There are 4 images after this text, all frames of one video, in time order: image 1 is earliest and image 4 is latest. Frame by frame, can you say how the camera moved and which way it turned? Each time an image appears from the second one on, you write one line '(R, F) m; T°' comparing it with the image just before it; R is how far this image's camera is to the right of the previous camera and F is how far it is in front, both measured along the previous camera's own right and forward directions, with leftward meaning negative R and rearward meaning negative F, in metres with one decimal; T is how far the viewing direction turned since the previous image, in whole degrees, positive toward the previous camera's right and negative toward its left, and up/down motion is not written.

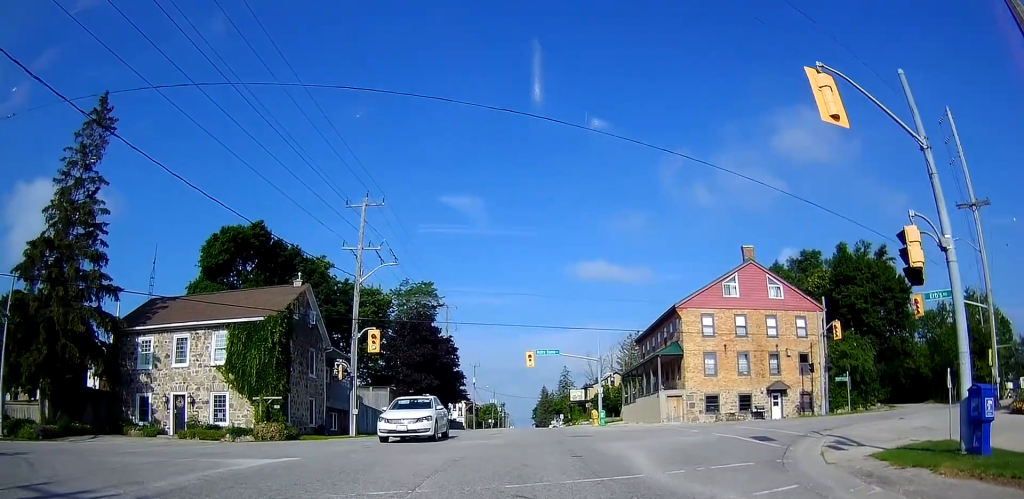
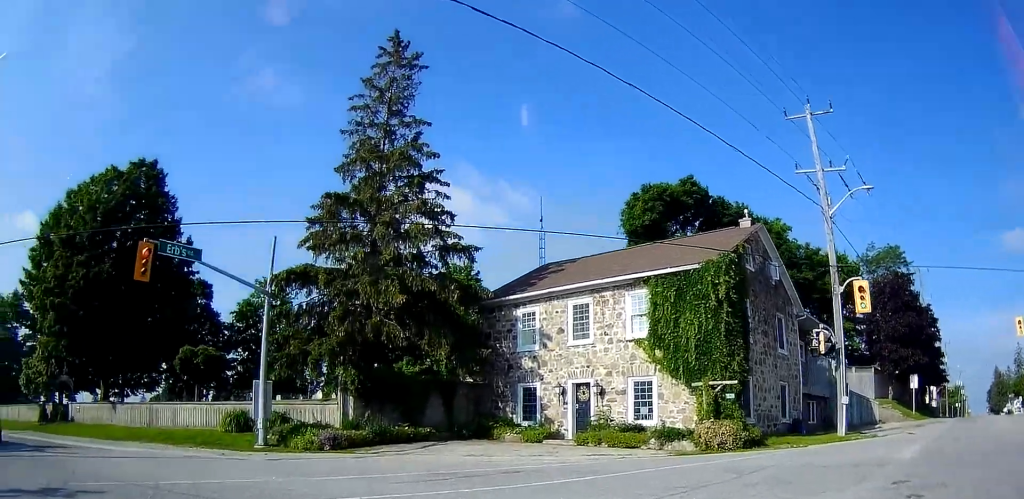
(-4.7, +9.1) m; -60°
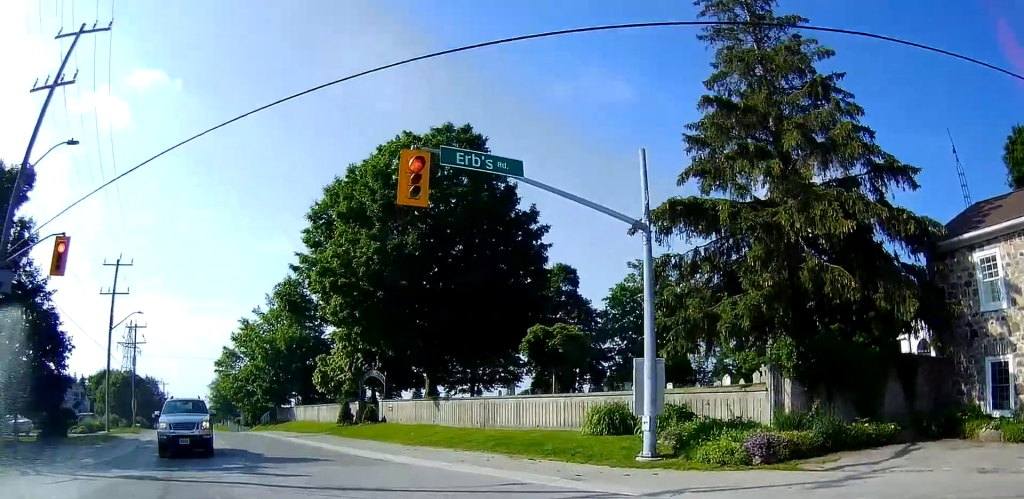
(-2.6, +6.8) m; -35°
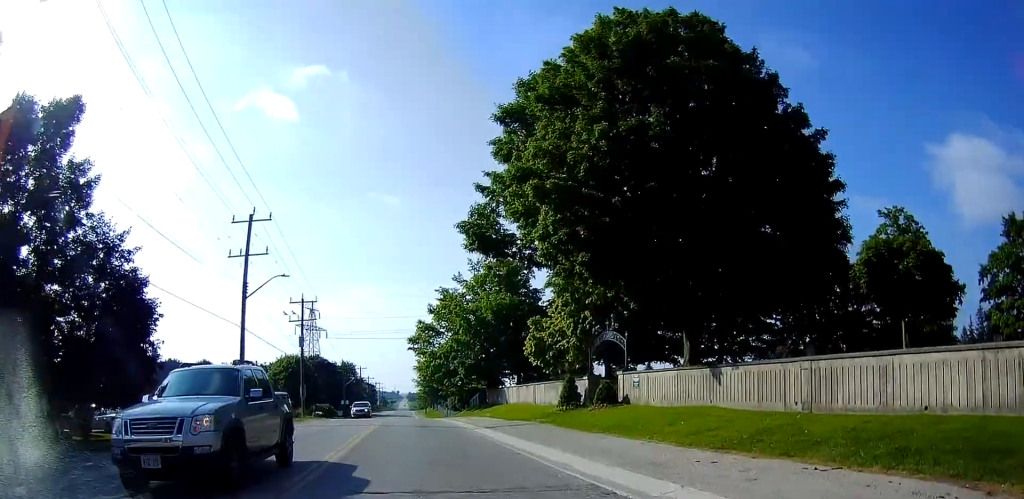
(-1.7, +10.8) m; -13°
